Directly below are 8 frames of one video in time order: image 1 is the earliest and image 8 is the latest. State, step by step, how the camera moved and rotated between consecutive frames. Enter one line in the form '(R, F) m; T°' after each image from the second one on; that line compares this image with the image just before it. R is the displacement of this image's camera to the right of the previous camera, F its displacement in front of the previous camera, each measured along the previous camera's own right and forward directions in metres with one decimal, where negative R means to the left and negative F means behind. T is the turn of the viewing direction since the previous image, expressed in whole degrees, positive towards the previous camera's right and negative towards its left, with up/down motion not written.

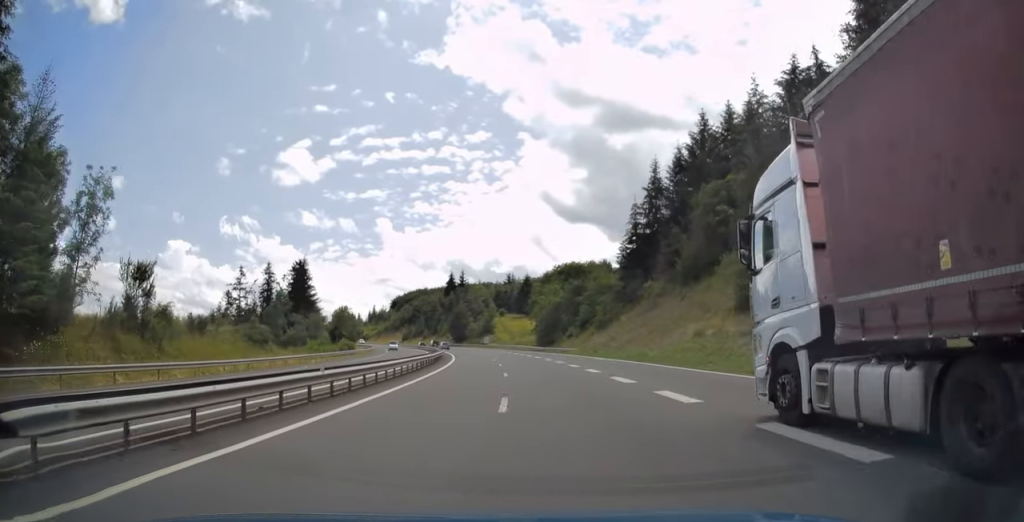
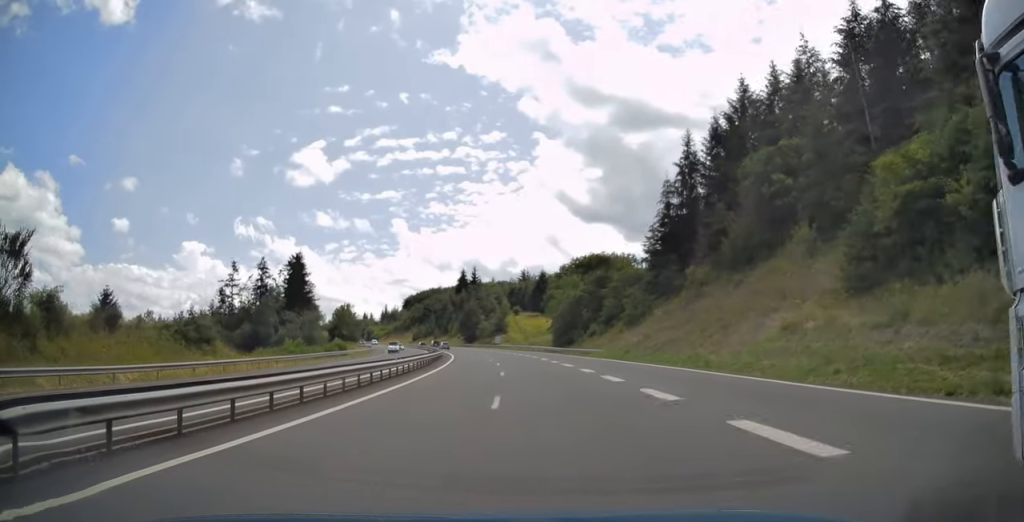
(-0.1, +12.5) m; -2°
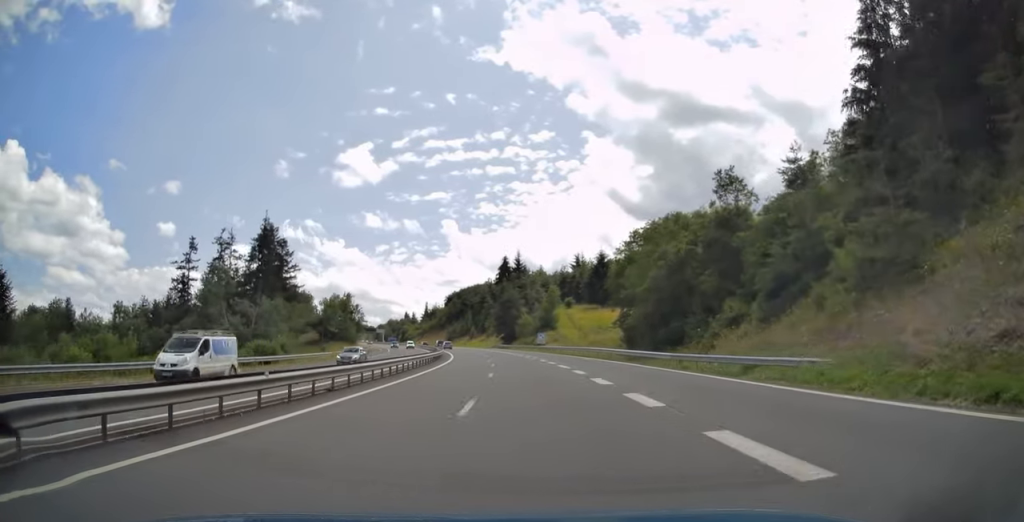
(-1.7, +40.9) m; -5°
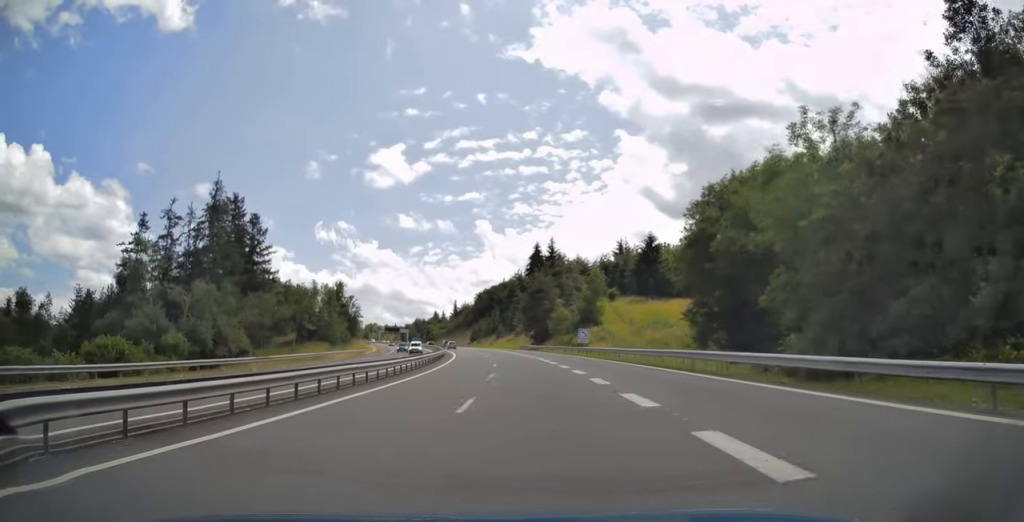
(-0.7, +26.6) m; -3°
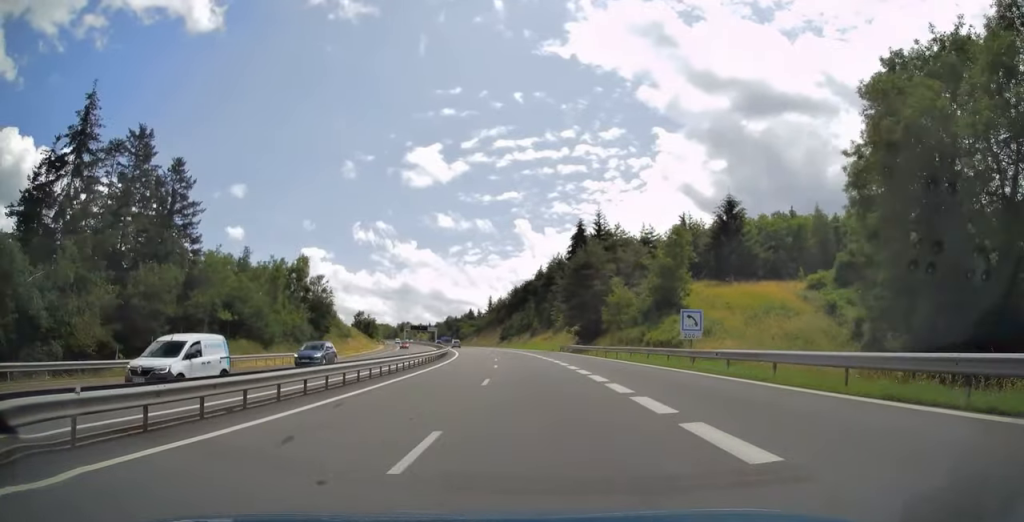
(-1.2, +33.7) m; -5°
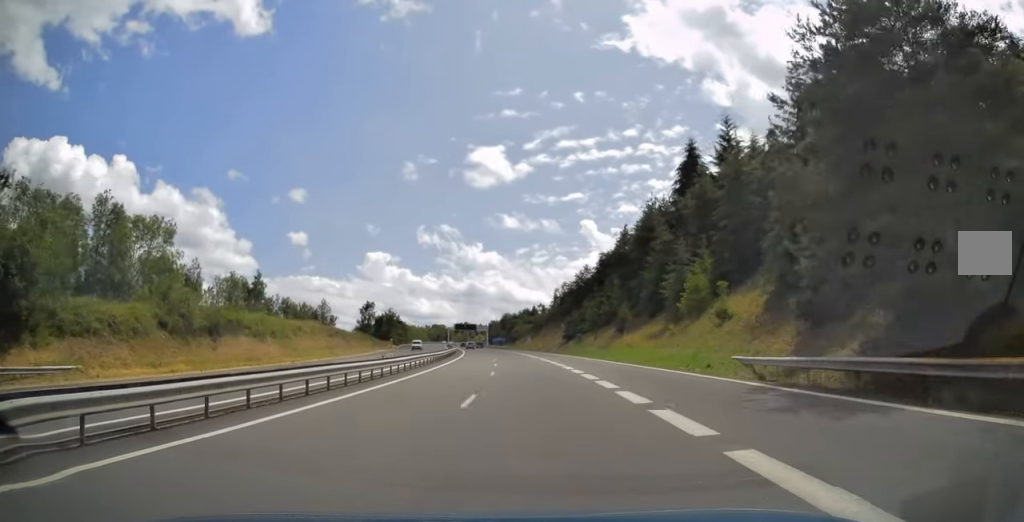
(-4.8, +65.9) m; -7°
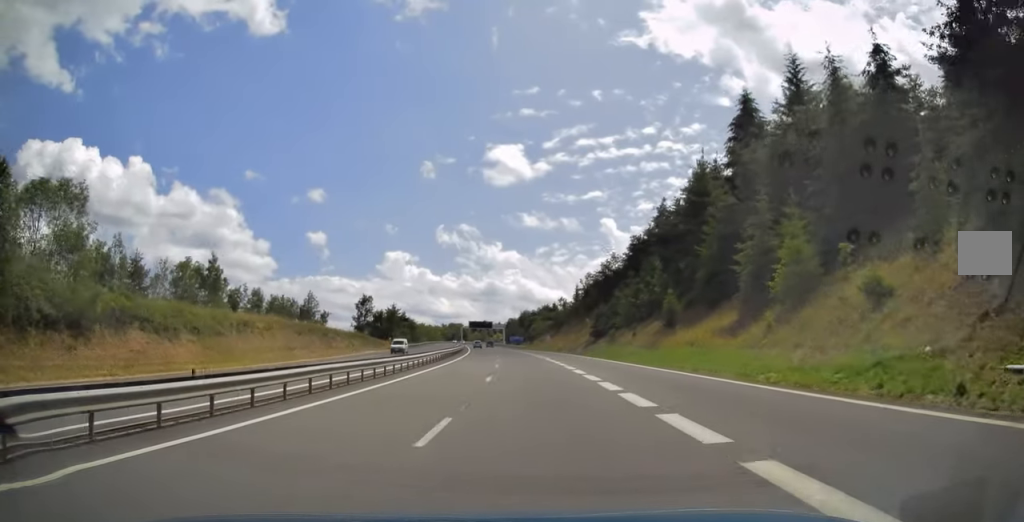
(-0.4, +19.2) m; -2°
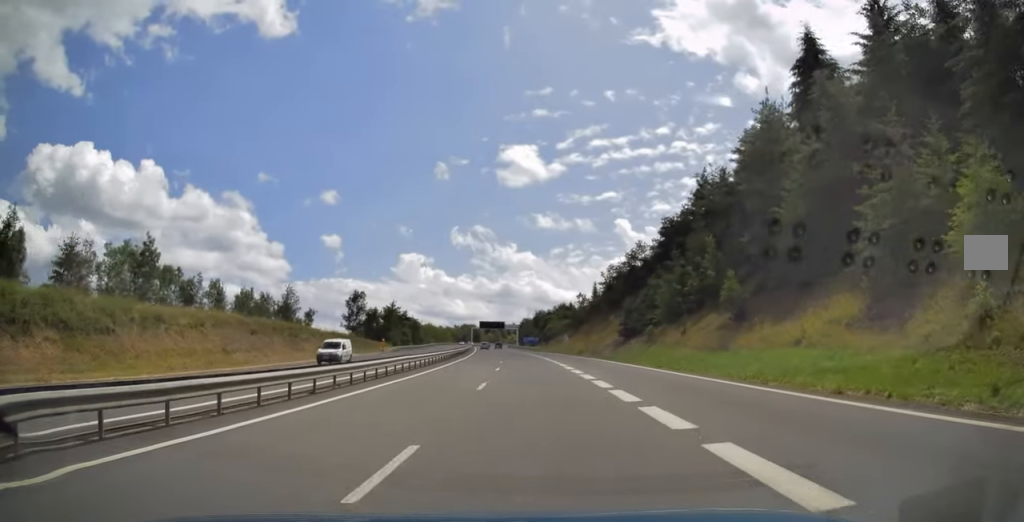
(-0.1, +16.3) m; -2°
